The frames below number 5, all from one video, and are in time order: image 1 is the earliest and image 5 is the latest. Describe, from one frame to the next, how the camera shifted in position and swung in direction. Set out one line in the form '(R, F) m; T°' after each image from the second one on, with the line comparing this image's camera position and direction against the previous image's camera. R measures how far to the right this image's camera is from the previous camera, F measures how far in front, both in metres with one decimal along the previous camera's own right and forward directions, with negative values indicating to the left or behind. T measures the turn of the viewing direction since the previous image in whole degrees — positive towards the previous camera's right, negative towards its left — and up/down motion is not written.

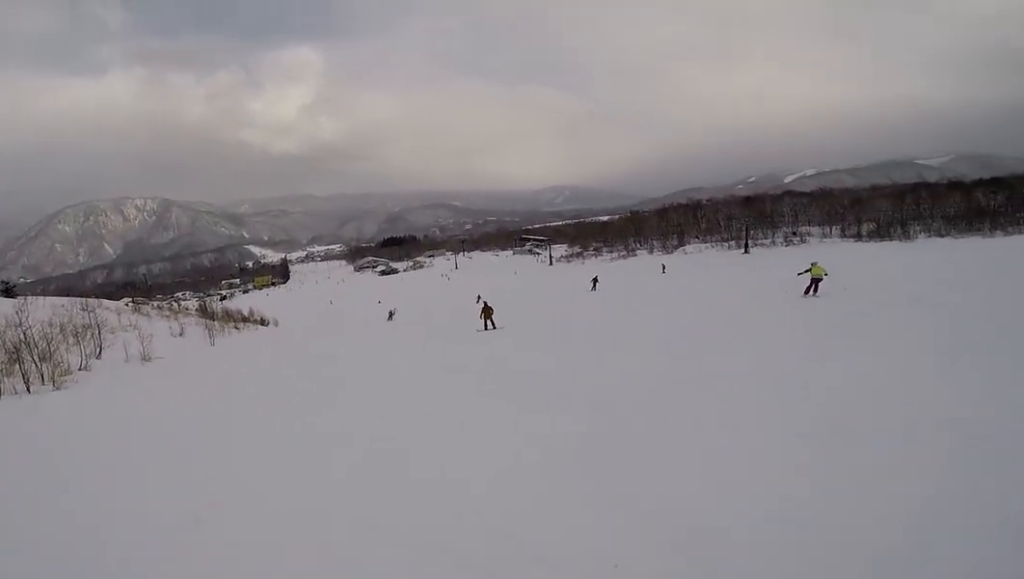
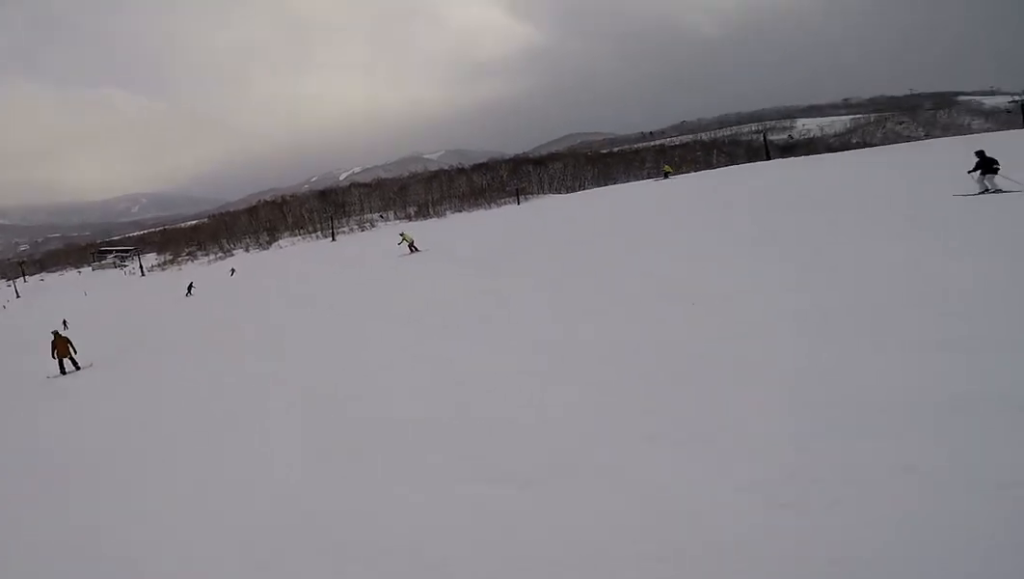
(+2.5, +6.0) m; +26°
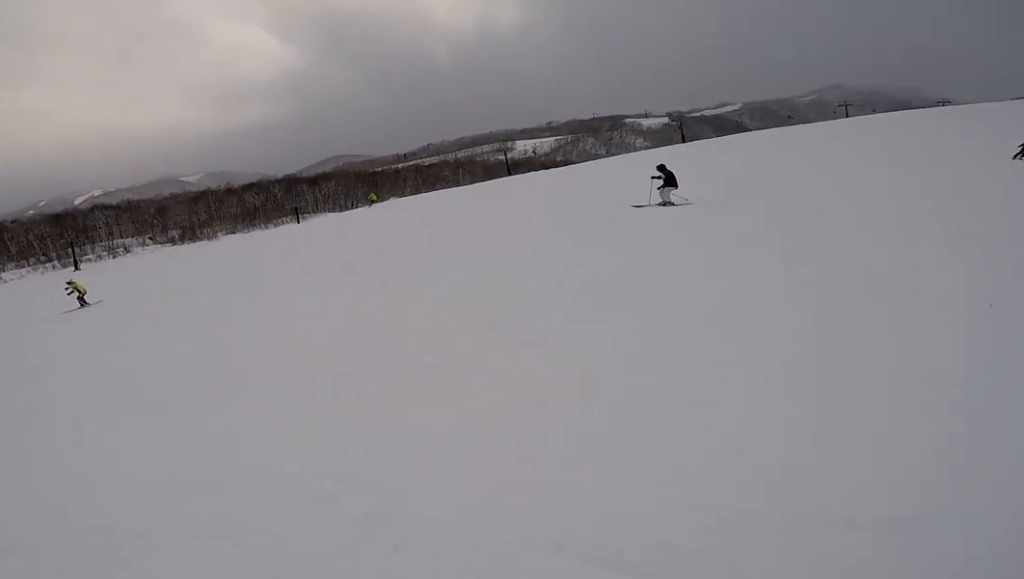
(0.0, +4.4) m; -7°
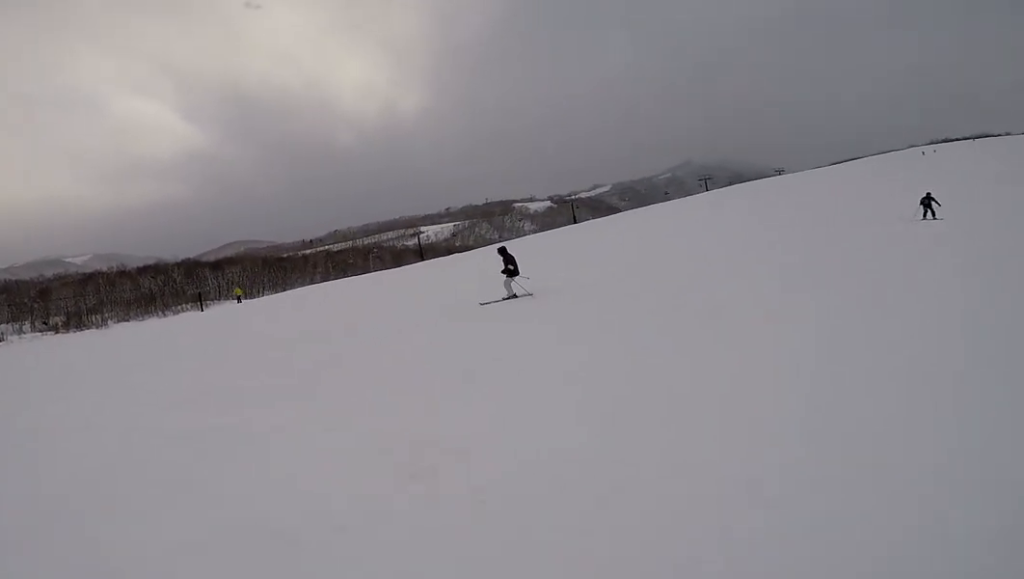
(-0.7, +4.5) m; -16°
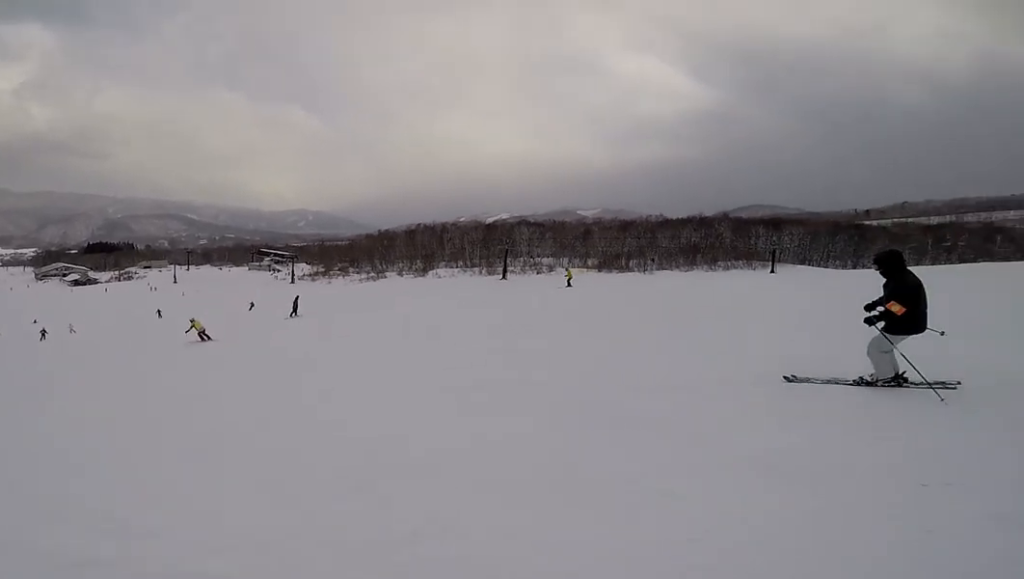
(-2.4, +14.5) m; +4°
